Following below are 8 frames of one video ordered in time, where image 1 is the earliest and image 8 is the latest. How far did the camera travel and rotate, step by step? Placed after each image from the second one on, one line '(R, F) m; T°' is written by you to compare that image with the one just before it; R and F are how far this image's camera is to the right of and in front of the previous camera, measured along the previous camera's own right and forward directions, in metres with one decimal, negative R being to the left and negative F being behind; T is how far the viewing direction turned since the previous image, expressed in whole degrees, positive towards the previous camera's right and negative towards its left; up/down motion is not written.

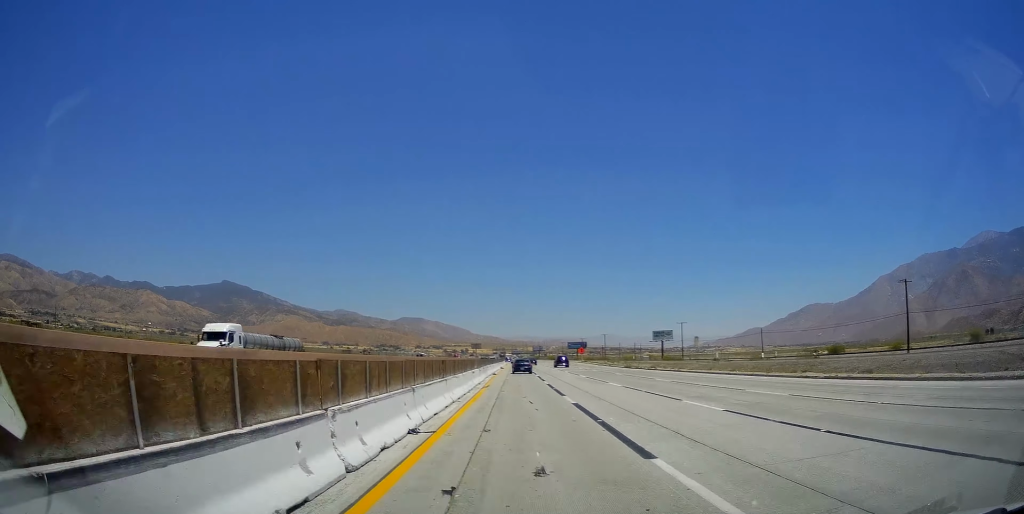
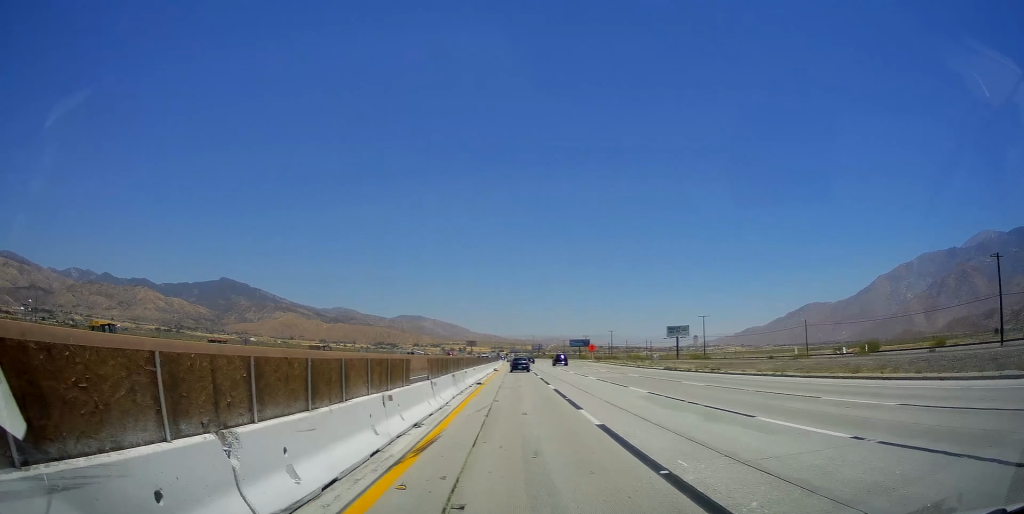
(0.0, +19.7) m; 0°
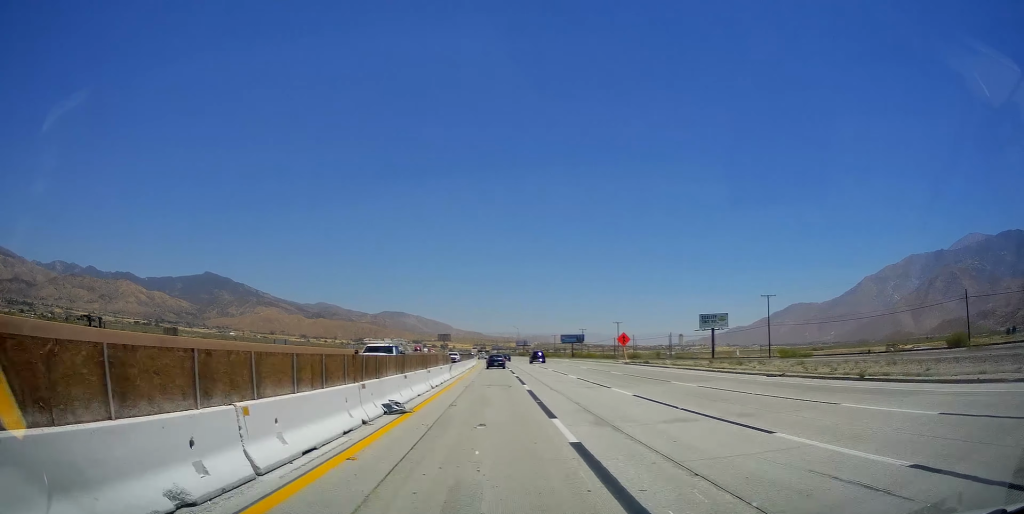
(+0.1, +44.5) m; +1°
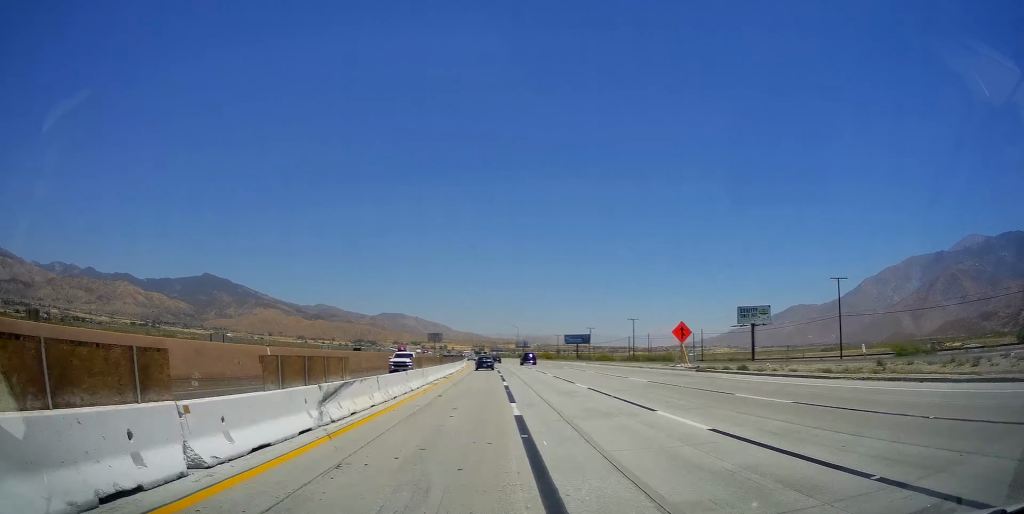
(+0.4, +24.2) m; +1°
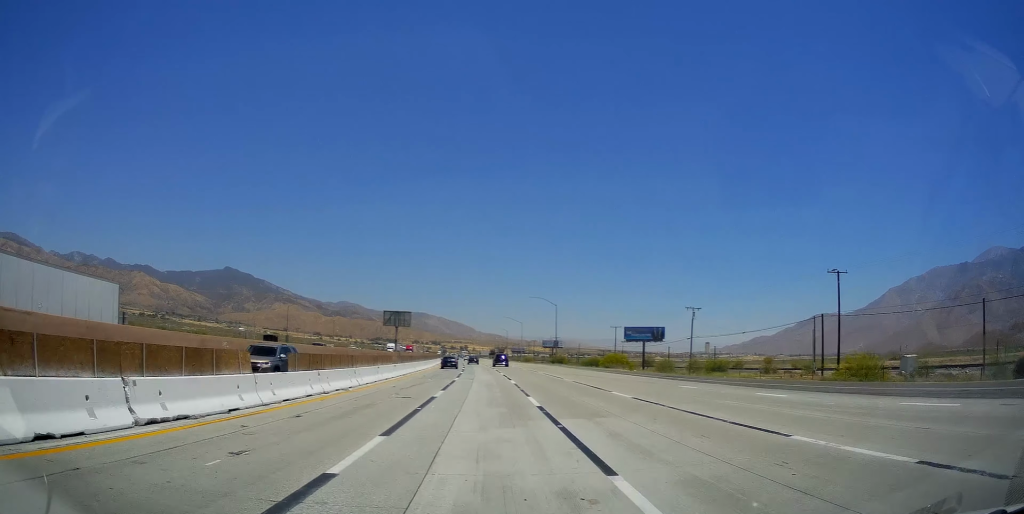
(+0.7, +96.5) m; 0°
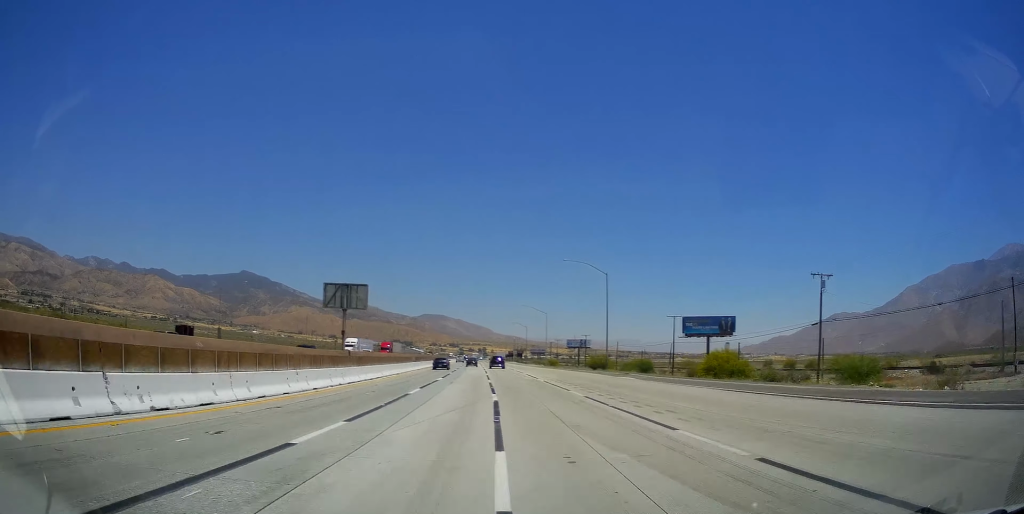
(-0.6, +40.2) m; -2°
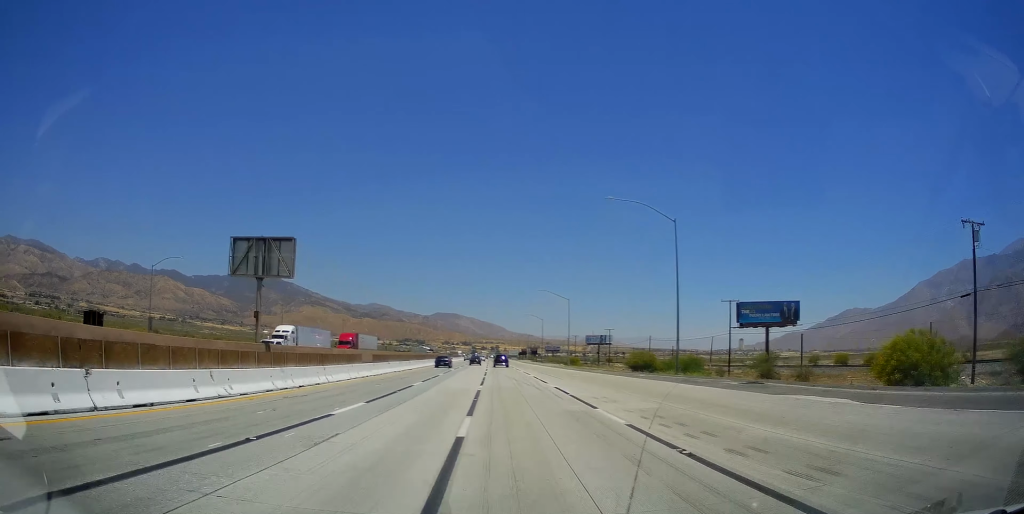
(-0.3, +23.9) m; -1°
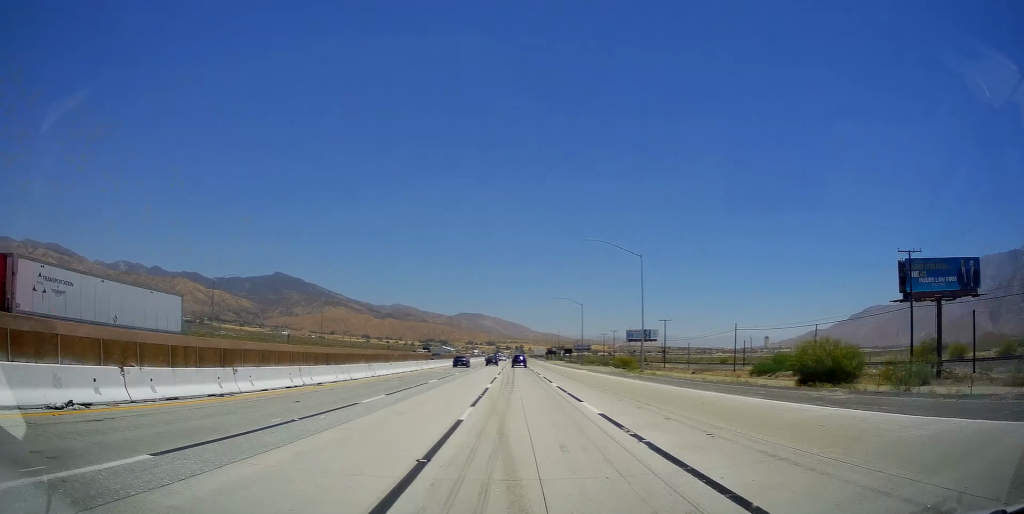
(-0.6, +40.7) m; -1°
